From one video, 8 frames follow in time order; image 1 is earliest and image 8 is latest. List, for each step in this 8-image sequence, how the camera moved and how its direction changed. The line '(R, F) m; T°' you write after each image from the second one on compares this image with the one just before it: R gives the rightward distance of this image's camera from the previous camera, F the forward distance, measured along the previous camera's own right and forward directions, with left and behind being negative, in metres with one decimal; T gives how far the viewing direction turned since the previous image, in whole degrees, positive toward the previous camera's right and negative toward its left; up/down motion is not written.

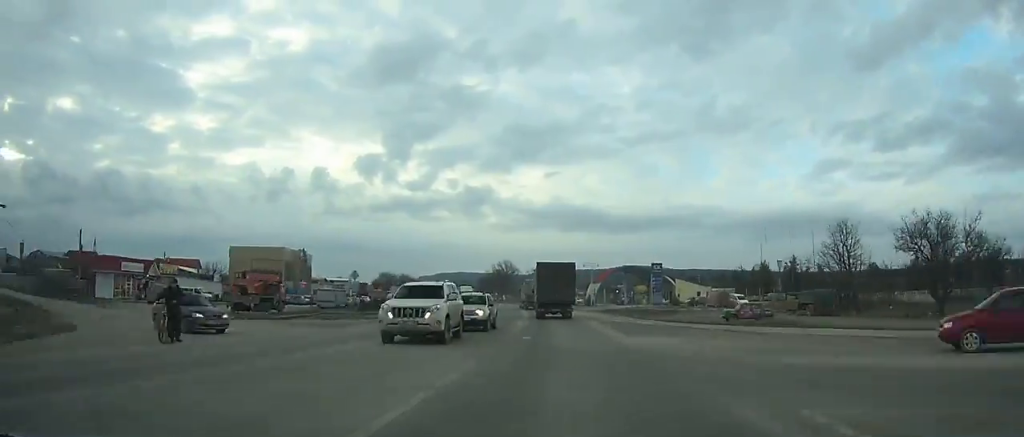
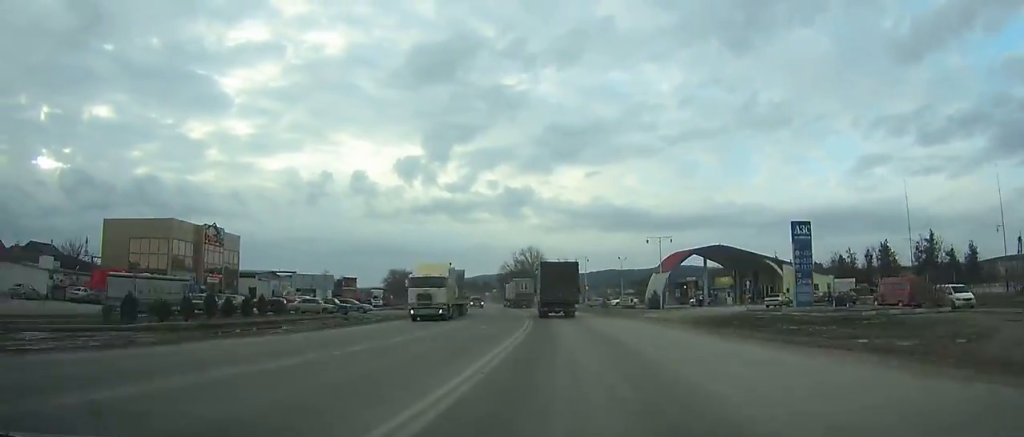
(-1.9, +43.1) m; -4°
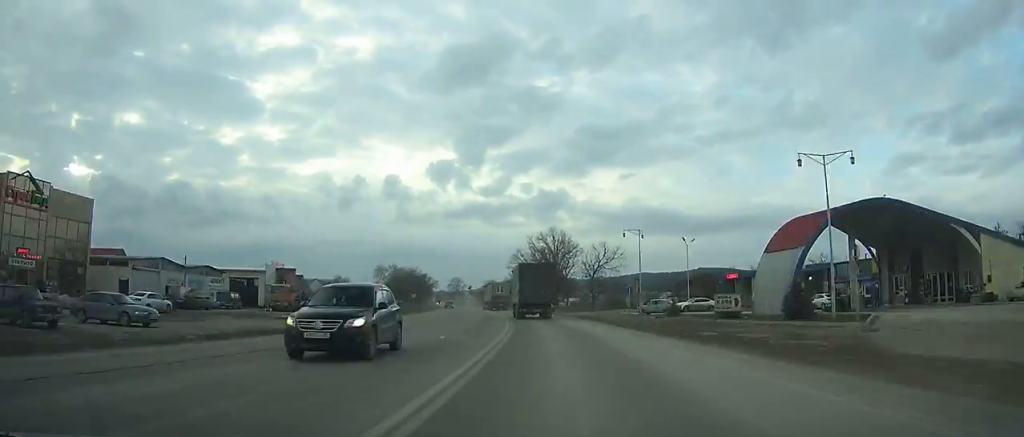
(-1.1, +35.5) m; -5°
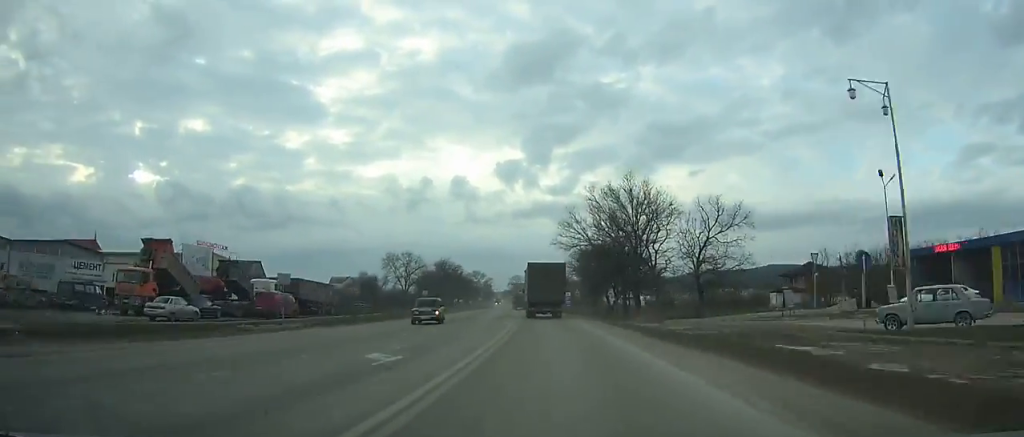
(-1.5, +35.6) m; -5°
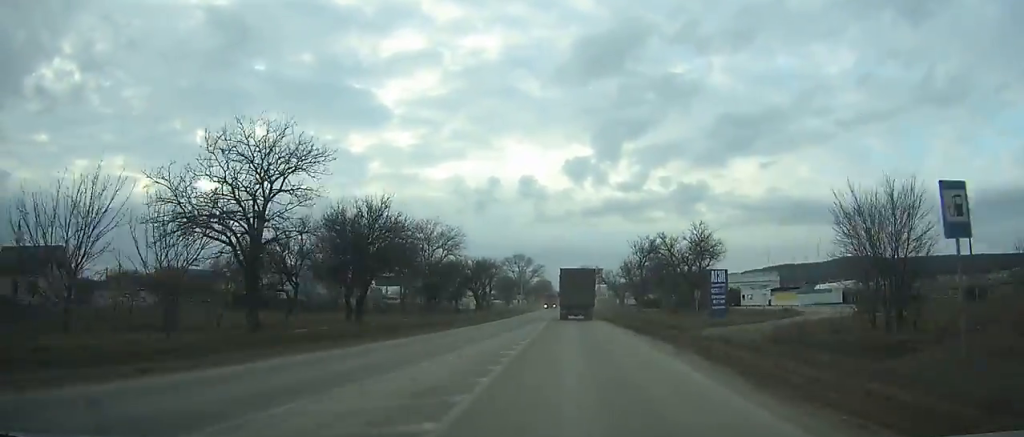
(-7.2, +92.5) m; -5°
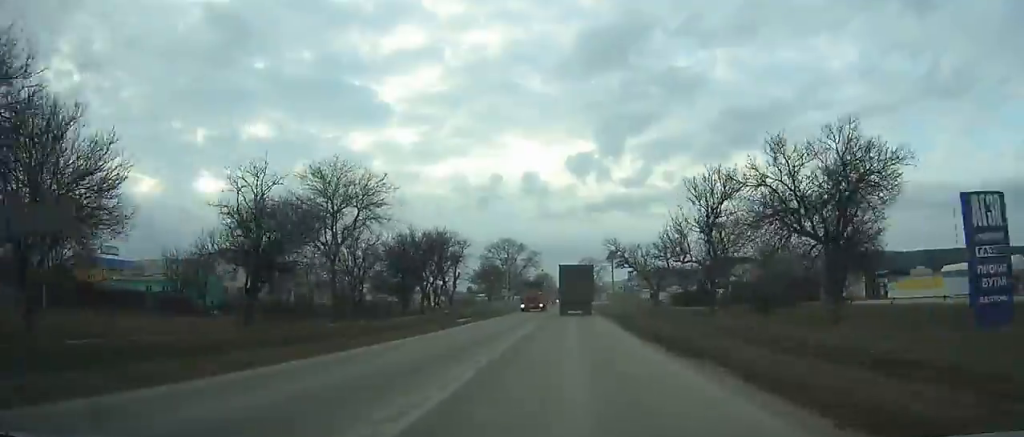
(+0.2, +34.5) m; 0°
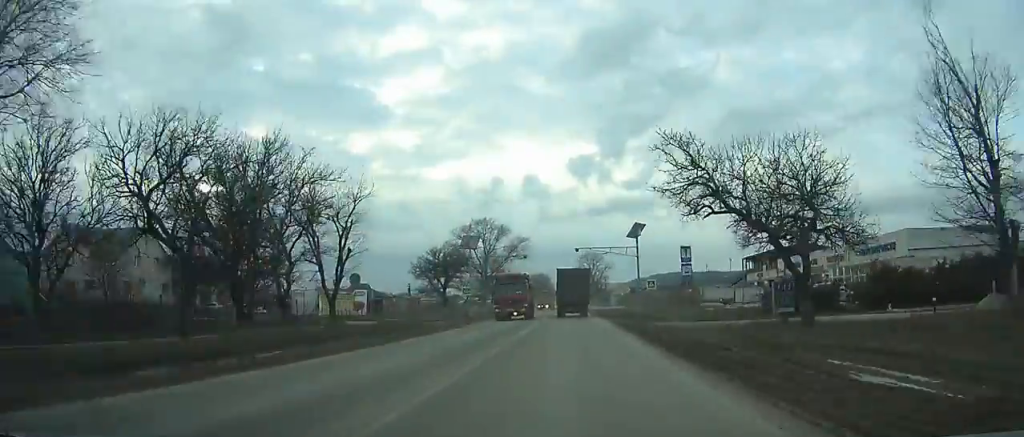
(+0.1, +36.9) m; -1°
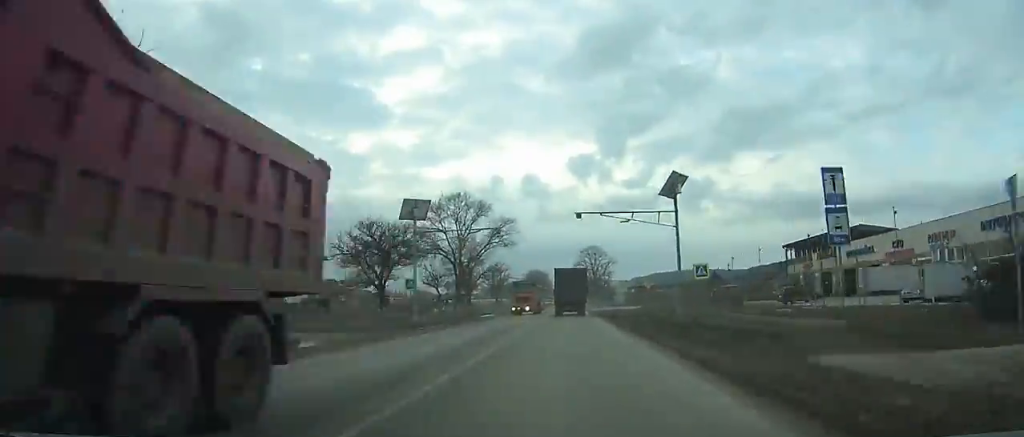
(0.0, +22.0) m; 0°
